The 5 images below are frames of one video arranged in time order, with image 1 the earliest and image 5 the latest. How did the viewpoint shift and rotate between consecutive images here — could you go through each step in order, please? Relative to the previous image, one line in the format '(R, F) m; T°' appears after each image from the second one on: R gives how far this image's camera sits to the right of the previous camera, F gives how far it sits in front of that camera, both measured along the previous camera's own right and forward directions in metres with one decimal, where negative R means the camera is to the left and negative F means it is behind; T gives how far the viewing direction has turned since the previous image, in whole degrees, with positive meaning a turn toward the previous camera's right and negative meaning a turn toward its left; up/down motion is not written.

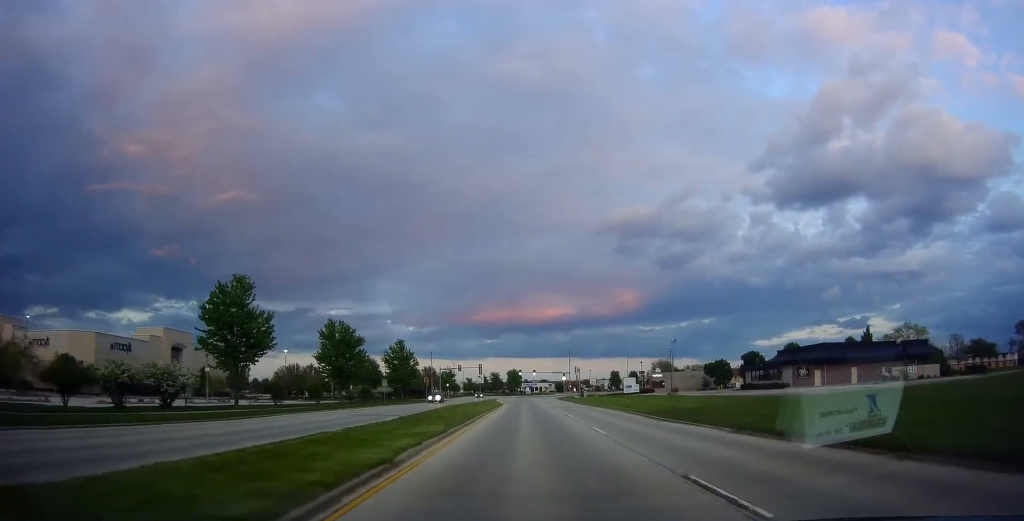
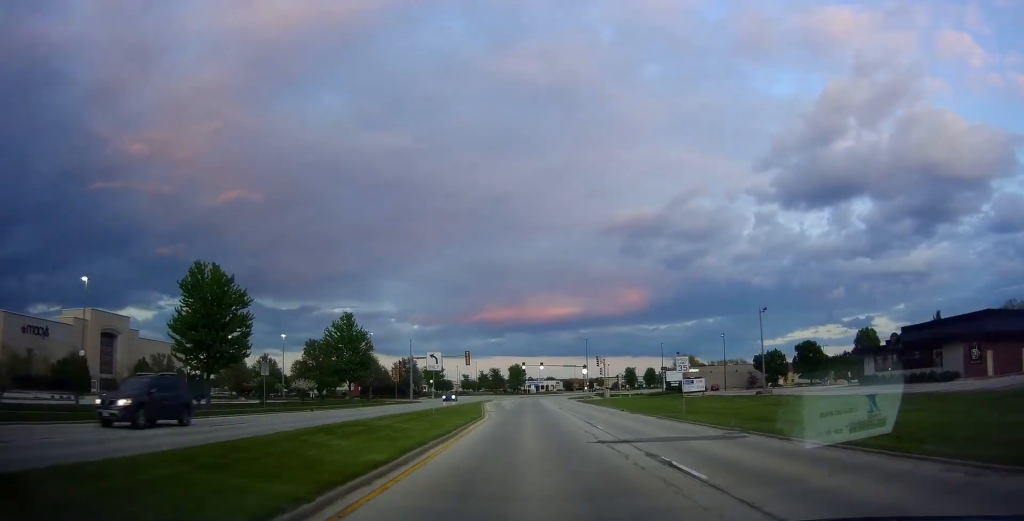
(-0.4, +34.6) m; -1°
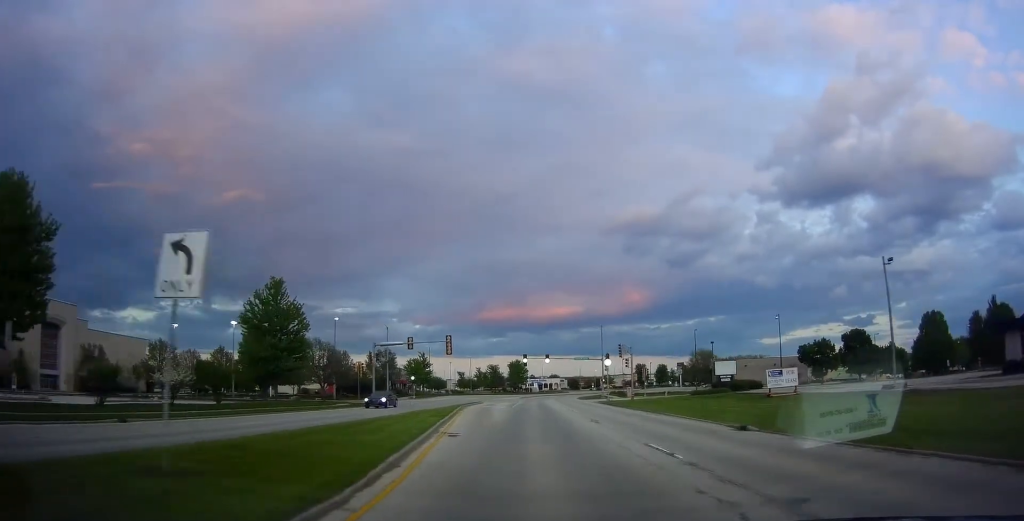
(-0.1, +22.1) m; 0°
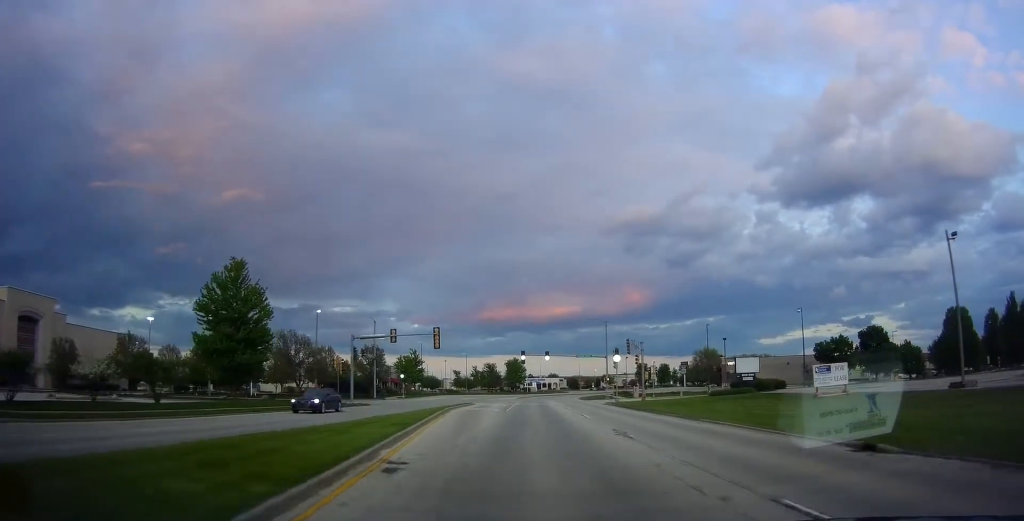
(0.0, +7.7) m; 0°
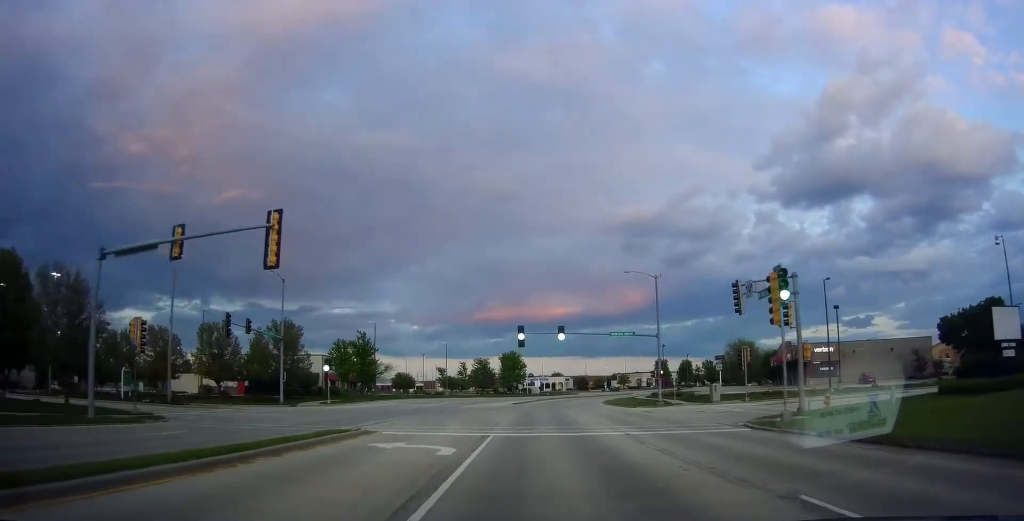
(+0.1, +36.7) m; -1°
